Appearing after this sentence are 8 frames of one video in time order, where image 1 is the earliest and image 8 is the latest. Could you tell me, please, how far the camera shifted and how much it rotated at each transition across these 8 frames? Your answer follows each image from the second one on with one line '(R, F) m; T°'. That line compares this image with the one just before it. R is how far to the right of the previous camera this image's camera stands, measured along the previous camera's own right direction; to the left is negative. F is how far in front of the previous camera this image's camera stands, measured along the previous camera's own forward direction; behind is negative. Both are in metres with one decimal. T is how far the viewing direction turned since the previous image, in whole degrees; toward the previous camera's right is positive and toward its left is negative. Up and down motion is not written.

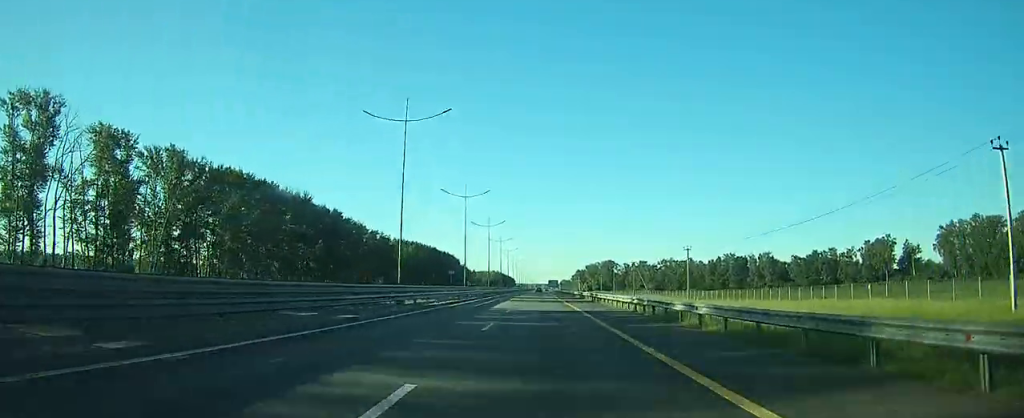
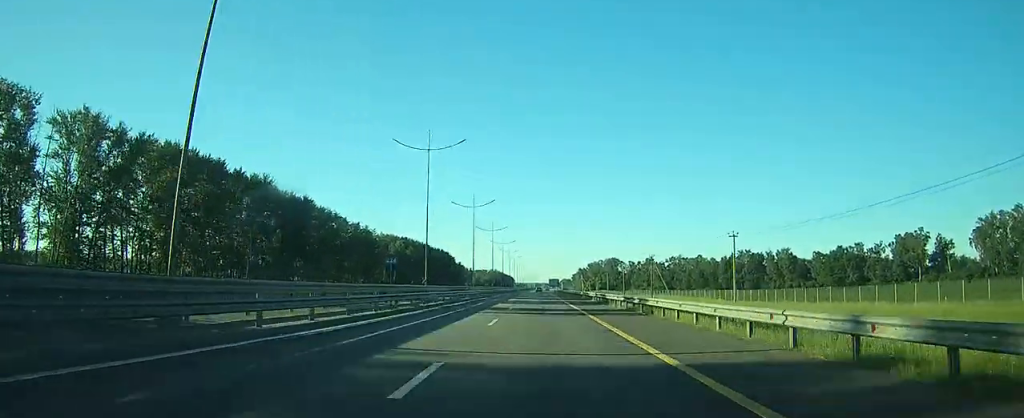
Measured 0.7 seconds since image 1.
(0.0, +21.8) m; 0°
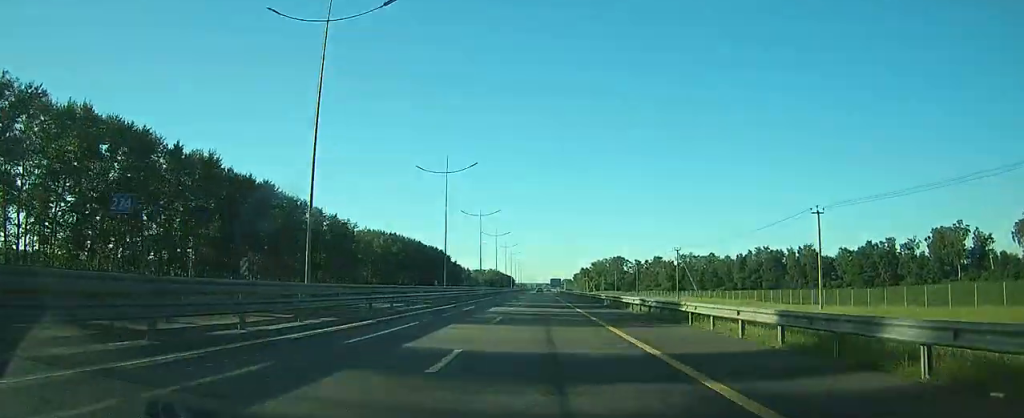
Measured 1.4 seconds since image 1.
(0.0, +21.8) m; 0°
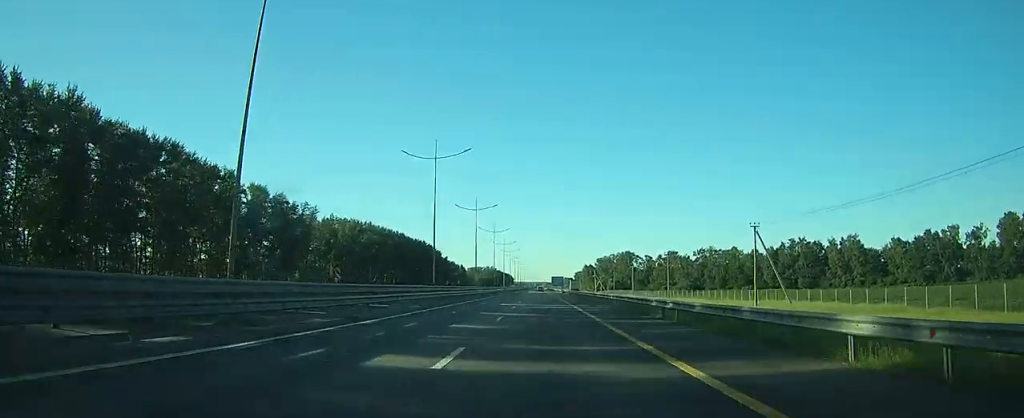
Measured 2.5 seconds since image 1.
(+0.1, +35.4) m; 0°
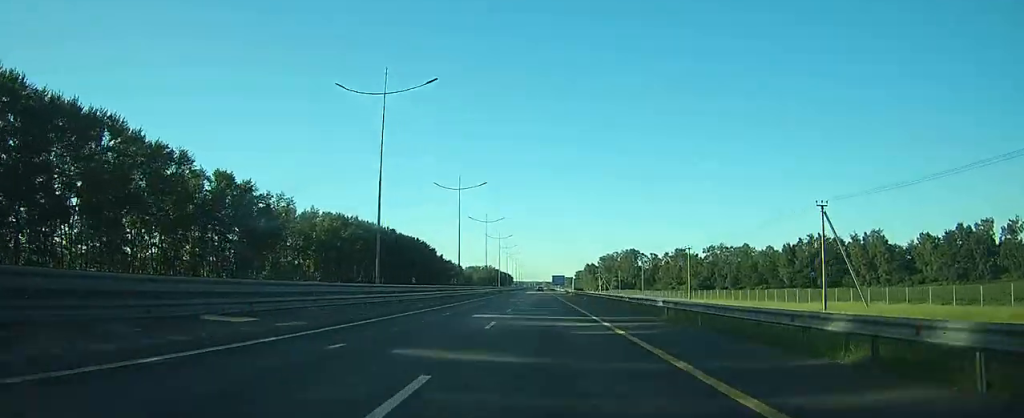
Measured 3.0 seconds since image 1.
(0.0, +15.7) m; 0°
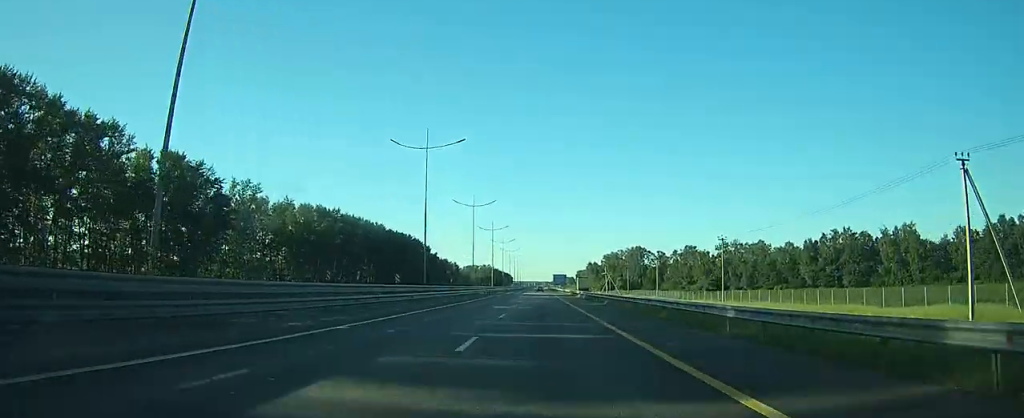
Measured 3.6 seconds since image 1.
(0.0, +17.8) m; 0°
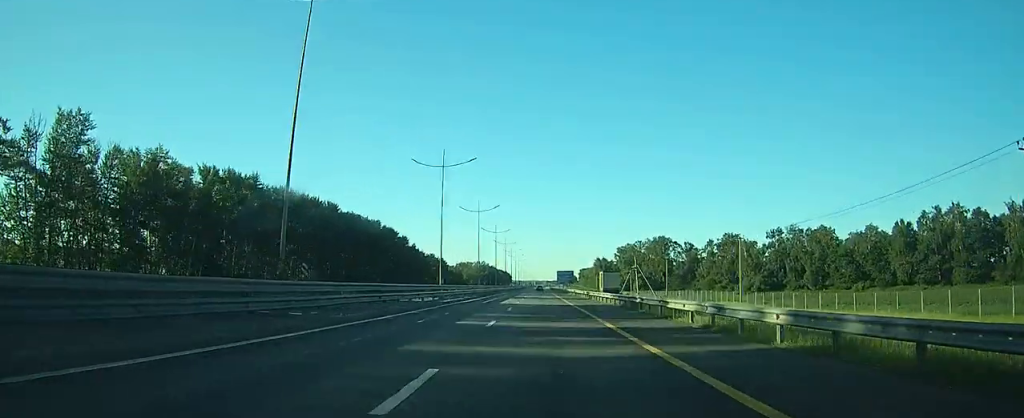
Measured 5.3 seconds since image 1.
(+0.5, +54.4) m; +1°
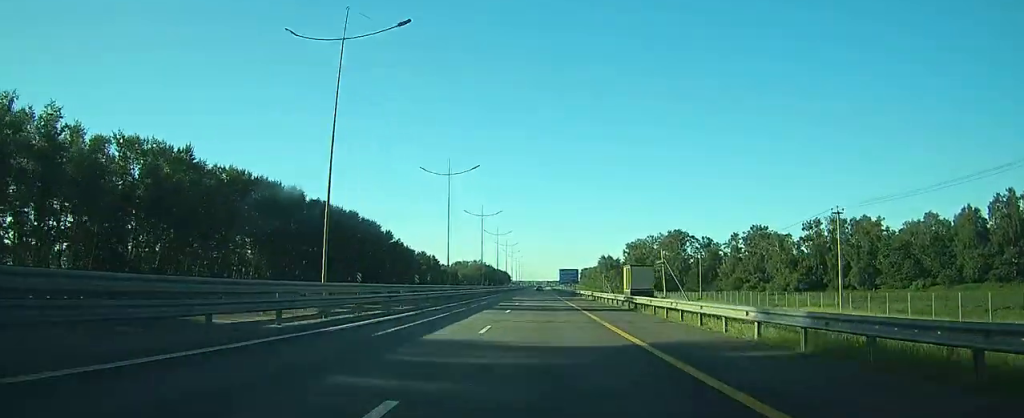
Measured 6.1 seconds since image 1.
(0.0, +26.8) m; 0°
